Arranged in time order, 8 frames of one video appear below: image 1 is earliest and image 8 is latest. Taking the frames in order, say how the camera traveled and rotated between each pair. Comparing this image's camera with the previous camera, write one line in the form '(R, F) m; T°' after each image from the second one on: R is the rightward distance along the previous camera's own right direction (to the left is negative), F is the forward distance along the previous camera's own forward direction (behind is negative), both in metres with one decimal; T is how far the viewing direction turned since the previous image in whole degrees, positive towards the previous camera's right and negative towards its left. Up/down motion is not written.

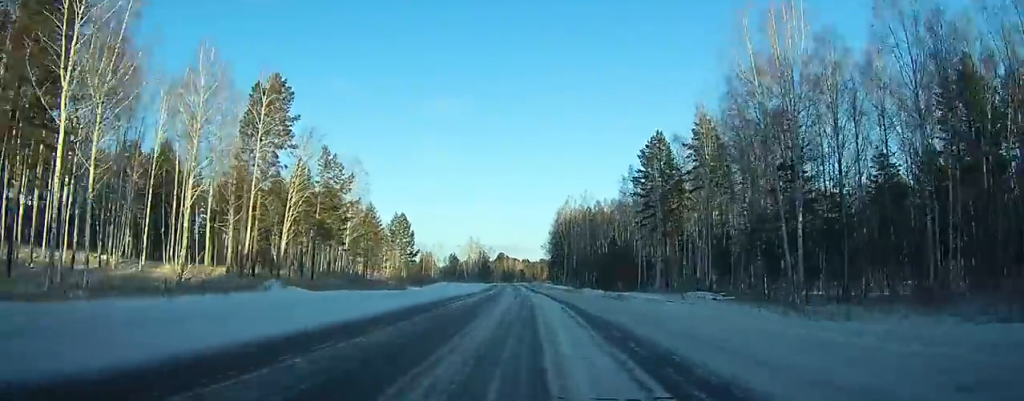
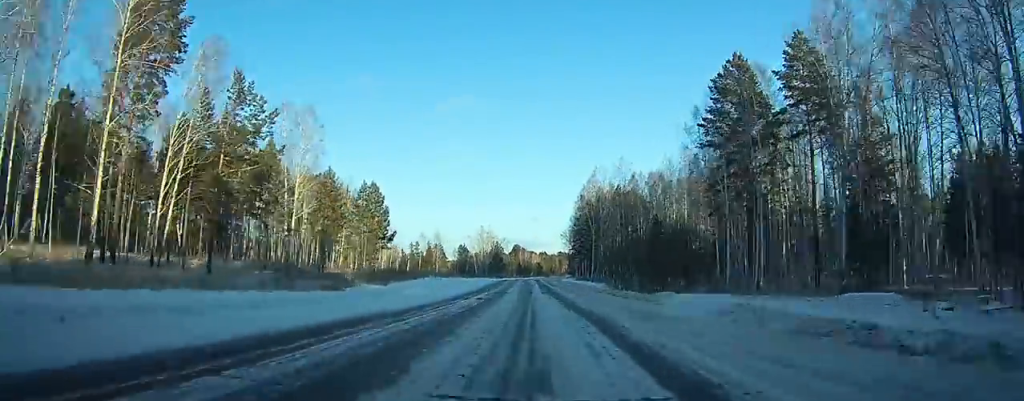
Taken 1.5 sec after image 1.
(-0.6, +30.2) m; -2°
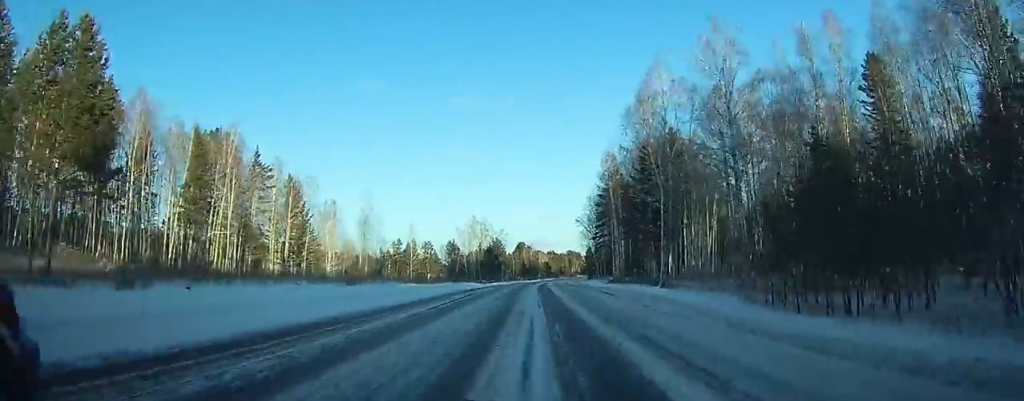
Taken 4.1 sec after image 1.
(-1.3, +56.2) m; -2°
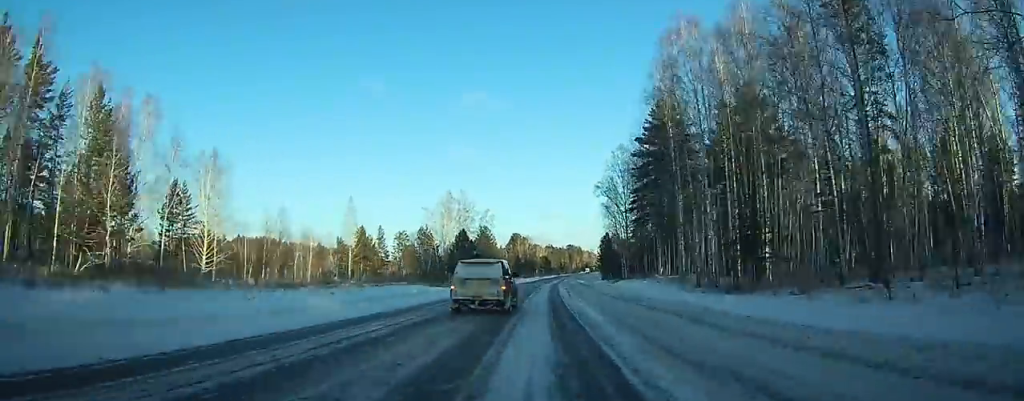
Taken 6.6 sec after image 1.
(-0.3, +54.0) m; 0°
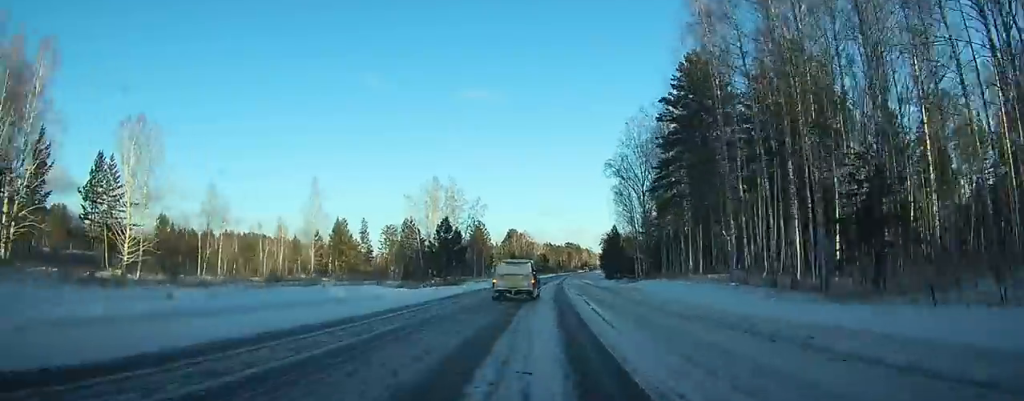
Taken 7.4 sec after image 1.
(+0.2, +18.3) m; +1°
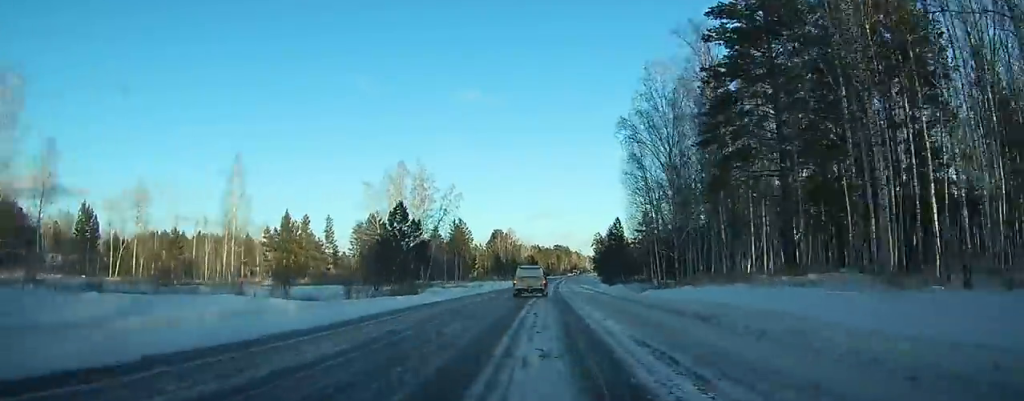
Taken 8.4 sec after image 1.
(0.0, +22.9) m; +1°
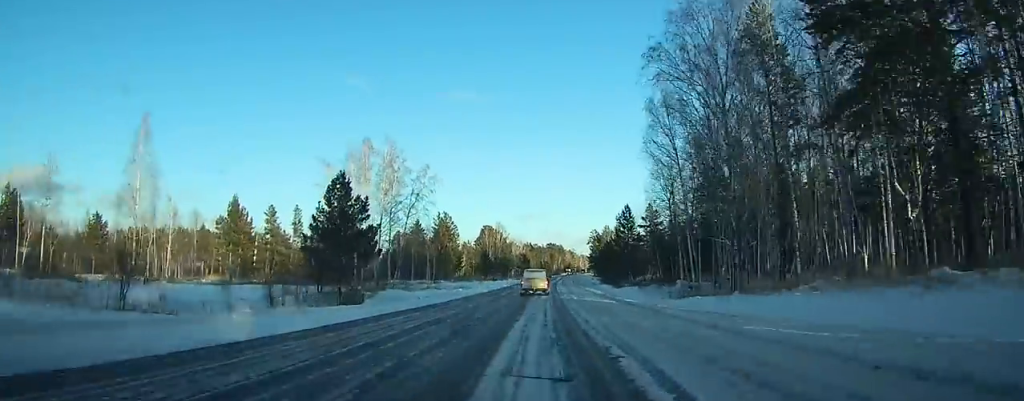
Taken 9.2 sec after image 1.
(+0.2, +18.8) m; +1°
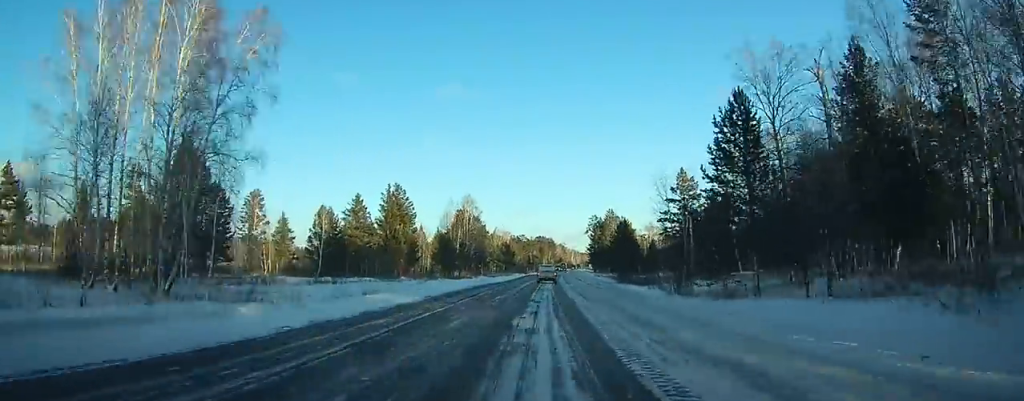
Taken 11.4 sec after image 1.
(+0.9, +52.8) m; +2°
